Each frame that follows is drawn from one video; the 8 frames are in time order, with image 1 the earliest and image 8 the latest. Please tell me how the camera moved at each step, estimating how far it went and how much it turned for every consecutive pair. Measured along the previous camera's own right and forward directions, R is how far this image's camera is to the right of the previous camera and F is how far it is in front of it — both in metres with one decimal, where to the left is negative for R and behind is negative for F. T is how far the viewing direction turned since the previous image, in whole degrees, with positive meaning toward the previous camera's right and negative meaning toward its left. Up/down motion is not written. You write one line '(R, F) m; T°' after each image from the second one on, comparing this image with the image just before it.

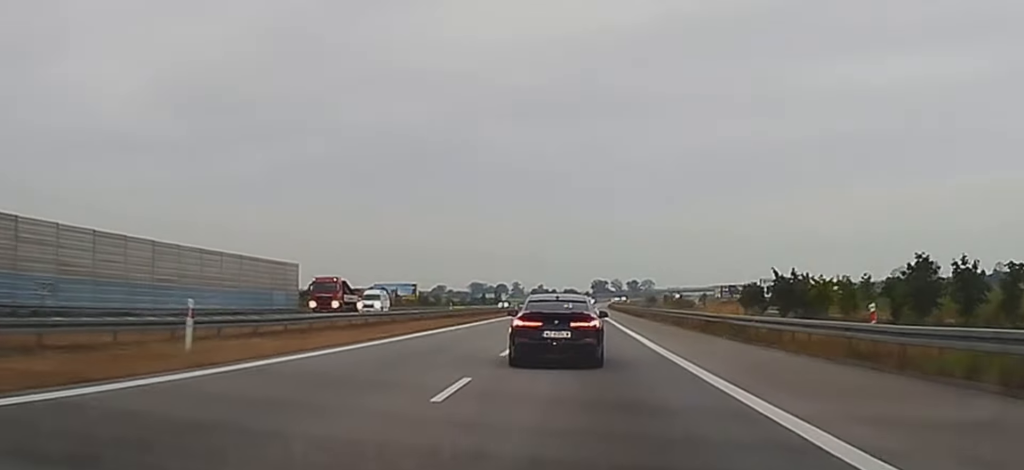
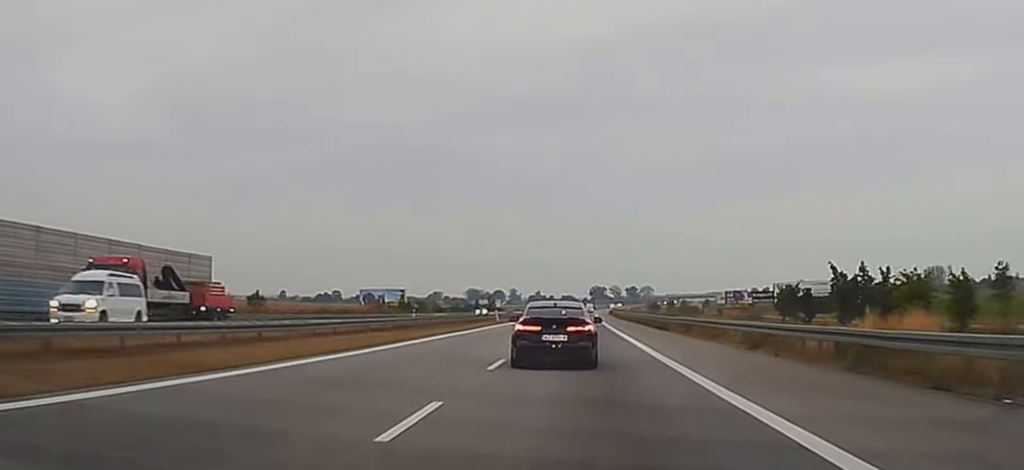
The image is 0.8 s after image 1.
(+0.1, +27.6) m; 0°
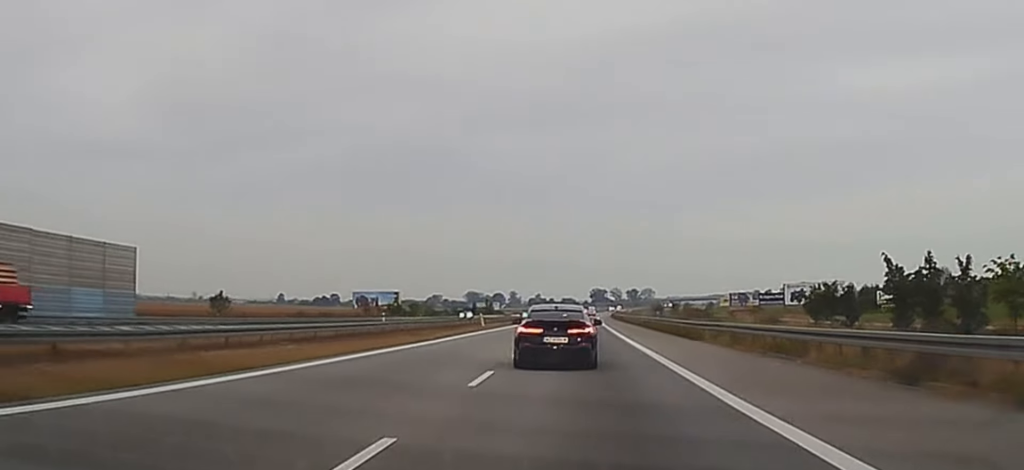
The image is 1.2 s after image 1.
(-0.1, +15.7) m; 0°
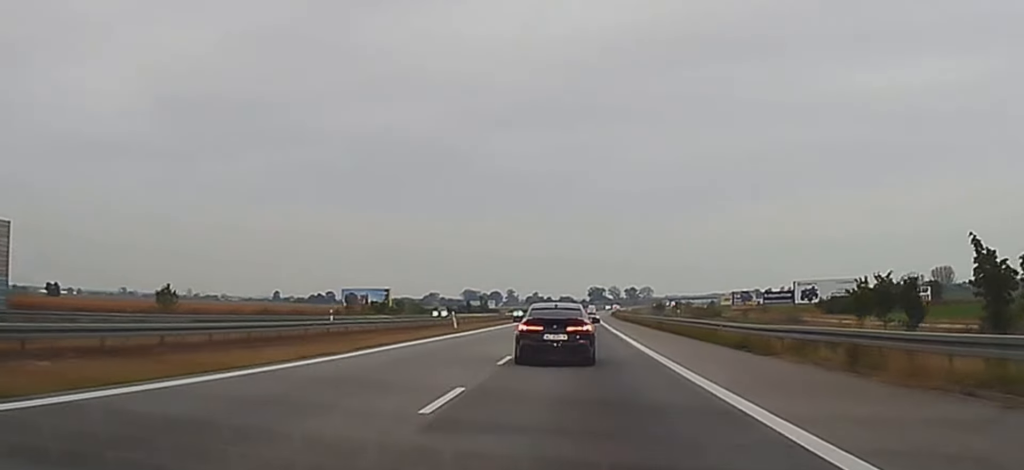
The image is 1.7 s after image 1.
(0.0, +17.0) m; 0°
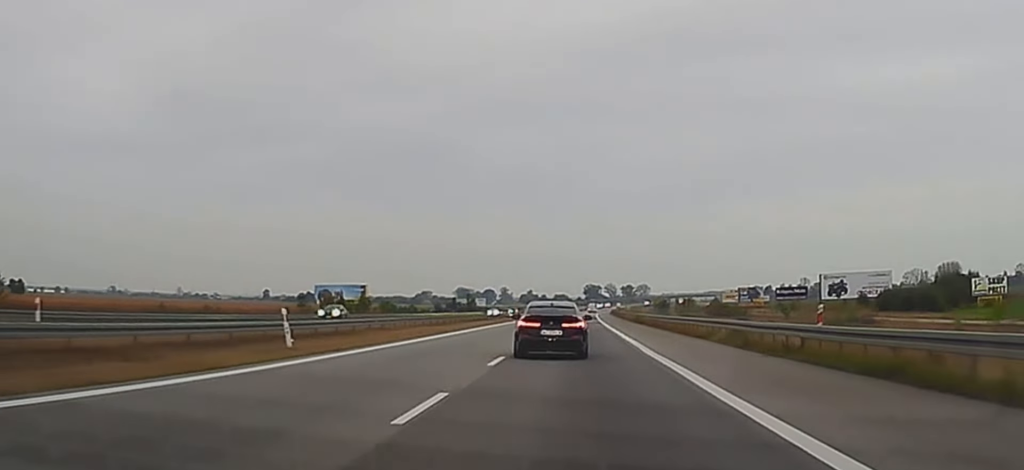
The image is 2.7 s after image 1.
(+0.2, +37.8) m; +1°
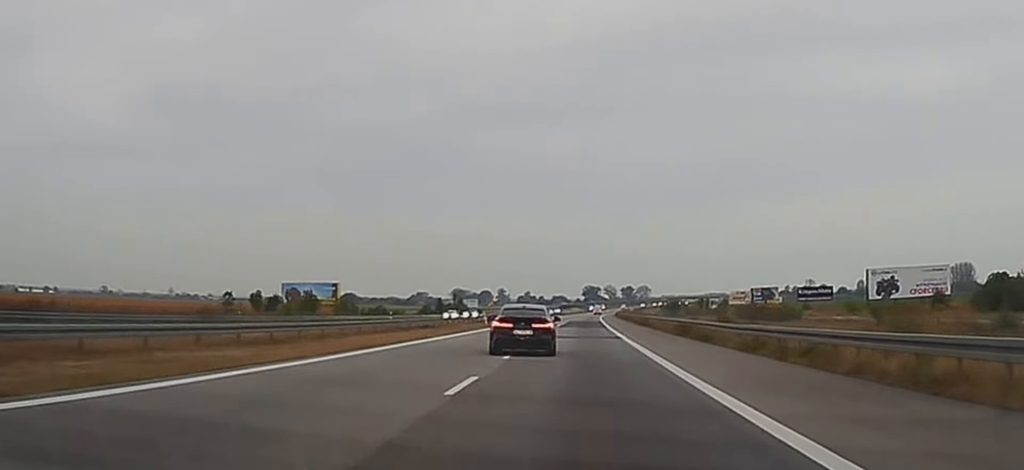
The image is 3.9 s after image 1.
(+0.3, +43.1) m; 0°
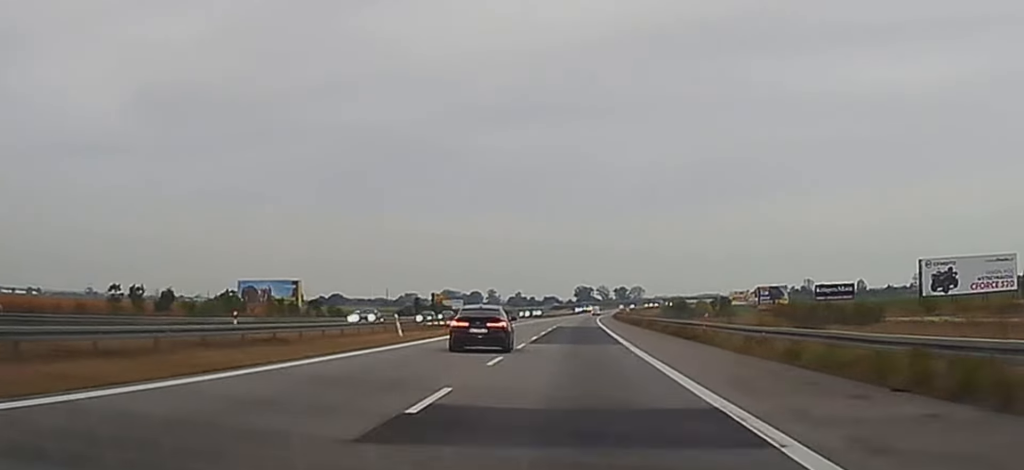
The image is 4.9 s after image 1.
(0.0, +38.1) m; 0°
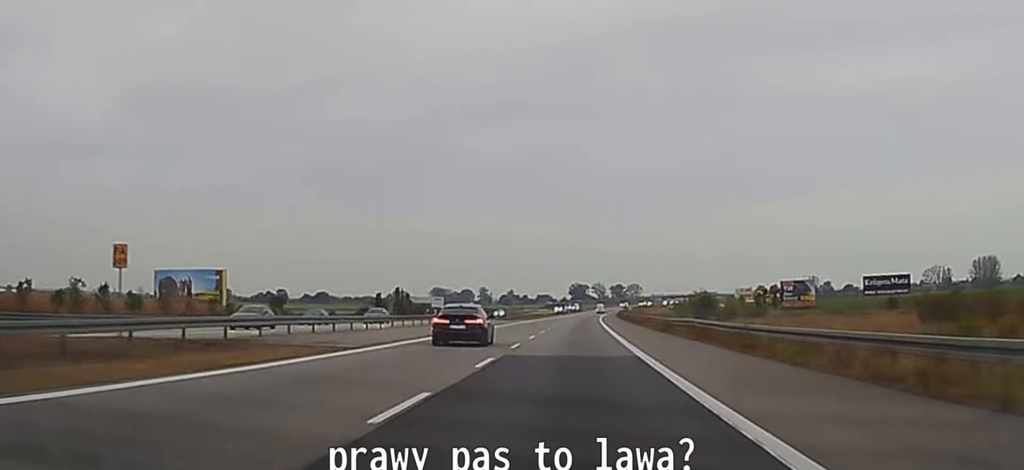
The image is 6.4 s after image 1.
(+0.5, +61.4) m; 0°
